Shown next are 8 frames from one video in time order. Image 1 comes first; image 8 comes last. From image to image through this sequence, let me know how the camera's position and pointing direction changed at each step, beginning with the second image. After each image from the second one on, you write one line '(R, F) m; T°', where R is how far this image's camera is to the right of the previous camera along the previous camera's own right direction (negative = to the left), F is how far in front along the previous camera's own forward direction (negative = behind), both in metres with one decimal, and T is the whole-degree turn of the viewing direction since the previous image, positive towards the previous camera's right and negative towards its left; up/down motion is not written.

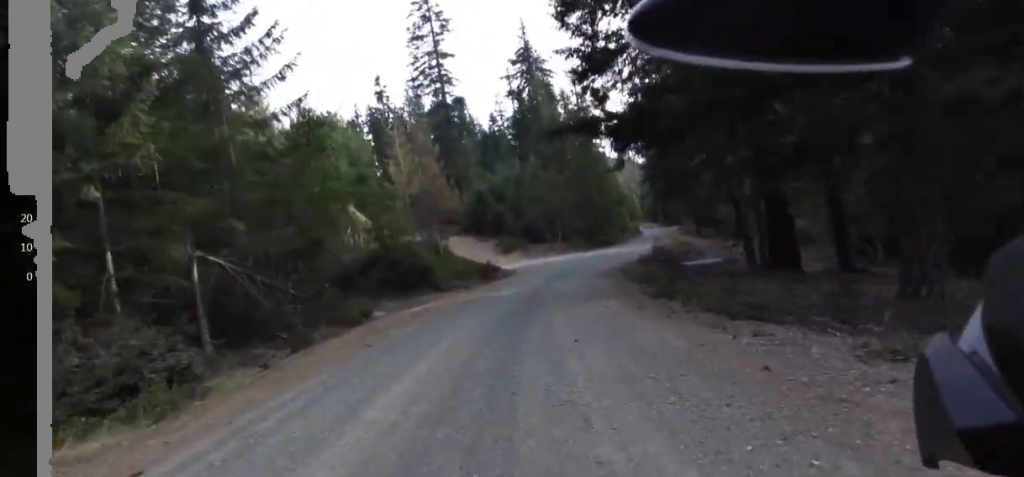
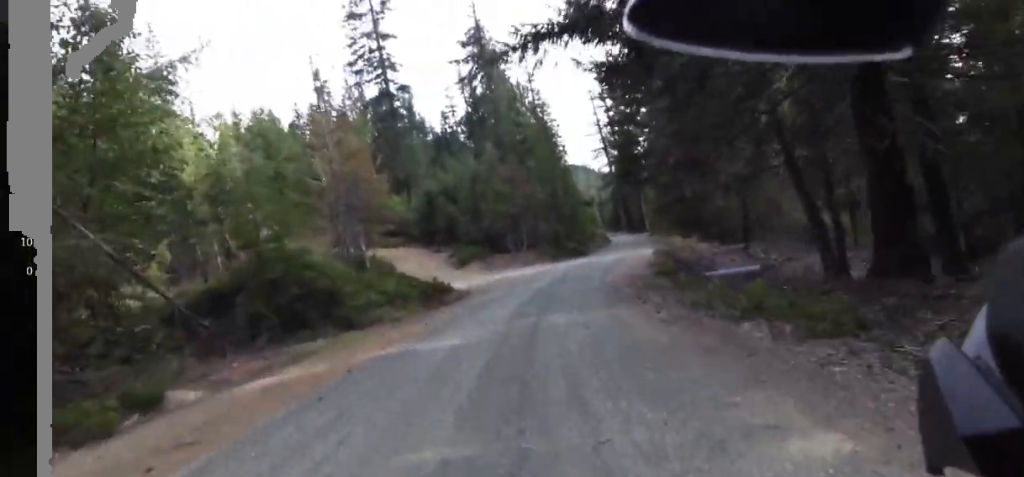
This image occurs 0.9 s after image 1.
(-0.6, +5.2) m; -9°
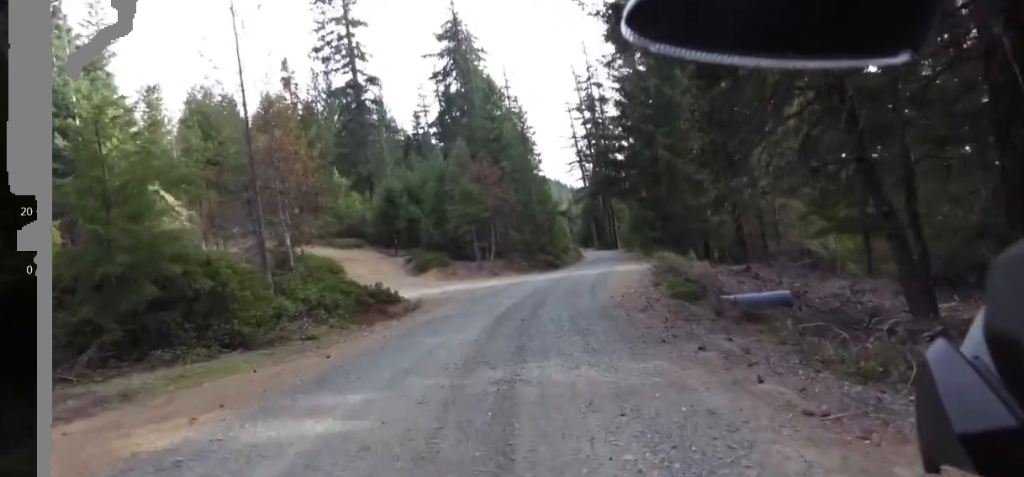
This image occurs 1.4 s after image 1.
(+0.1, +3.2) m; -6°
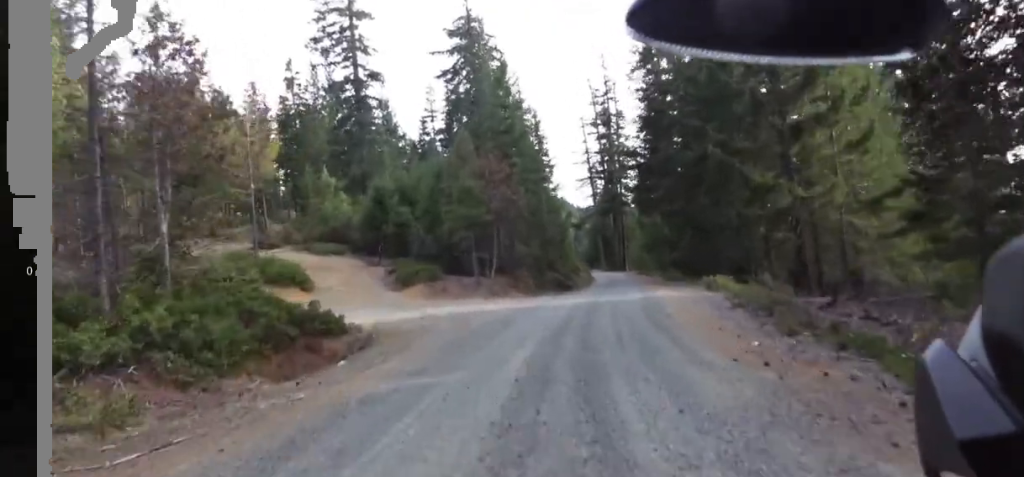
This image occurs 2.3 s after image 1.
(-0.6, +5.4) m; -3°
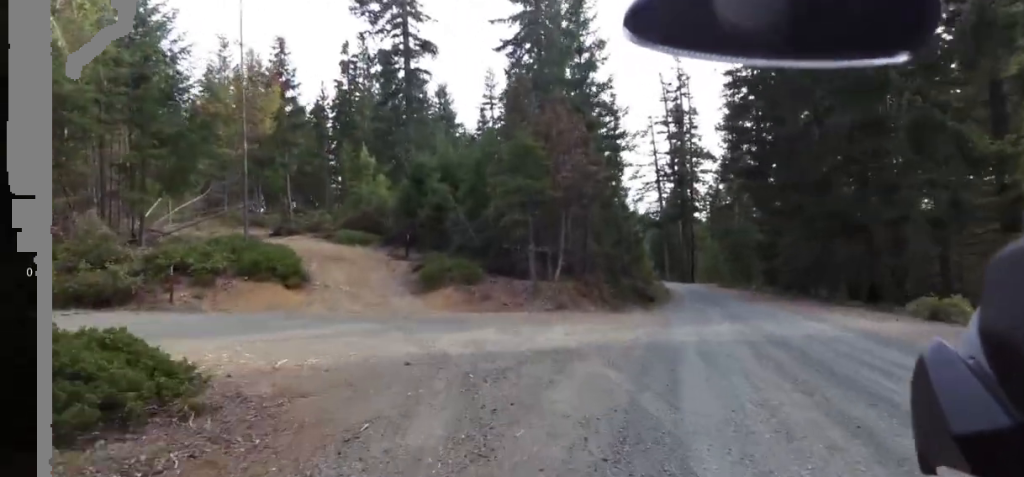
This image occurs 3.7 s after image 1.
(+0.6, +8.5) m; 0°
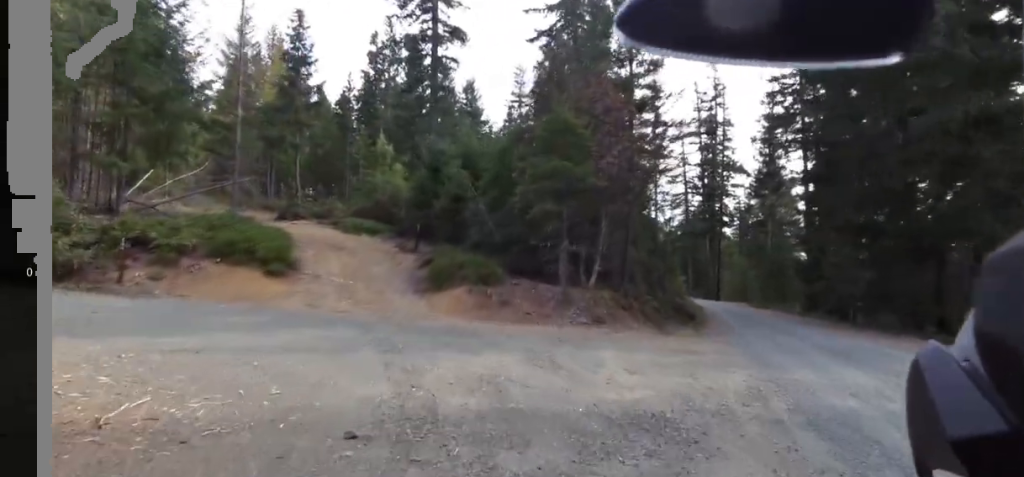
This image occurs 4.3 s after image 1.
(-0.6, +3.6) m; -8°
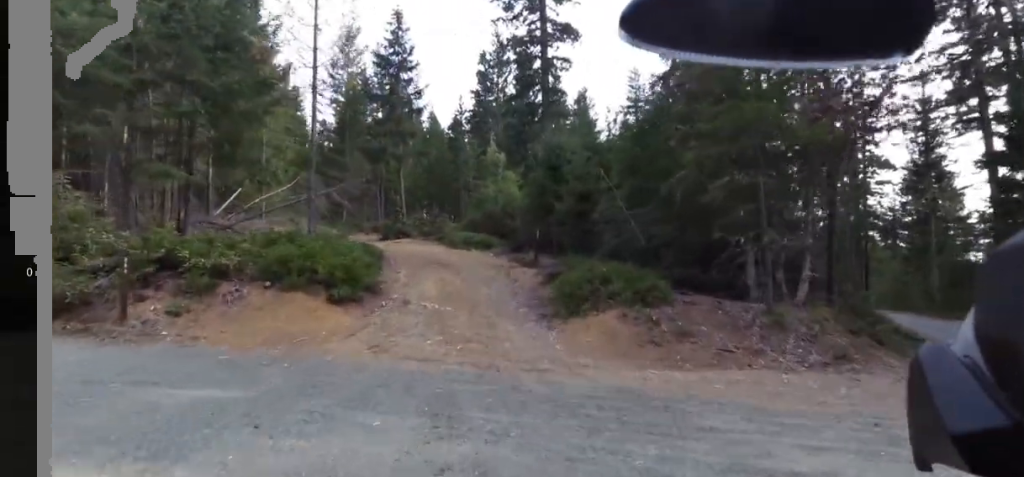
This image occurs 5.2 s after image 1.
(-0.5, +5.1) m; 0°
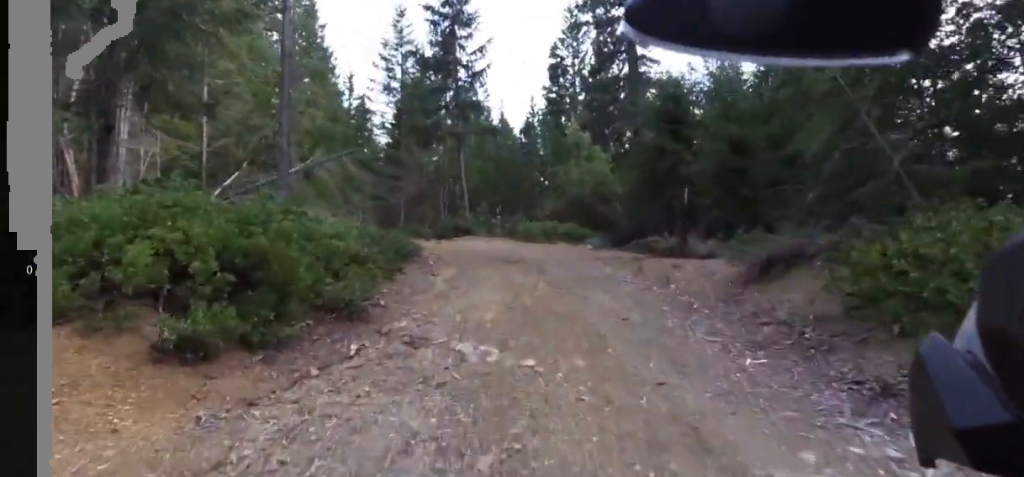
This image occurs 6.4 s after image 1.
(+0.8, +6.7) m; +7°
